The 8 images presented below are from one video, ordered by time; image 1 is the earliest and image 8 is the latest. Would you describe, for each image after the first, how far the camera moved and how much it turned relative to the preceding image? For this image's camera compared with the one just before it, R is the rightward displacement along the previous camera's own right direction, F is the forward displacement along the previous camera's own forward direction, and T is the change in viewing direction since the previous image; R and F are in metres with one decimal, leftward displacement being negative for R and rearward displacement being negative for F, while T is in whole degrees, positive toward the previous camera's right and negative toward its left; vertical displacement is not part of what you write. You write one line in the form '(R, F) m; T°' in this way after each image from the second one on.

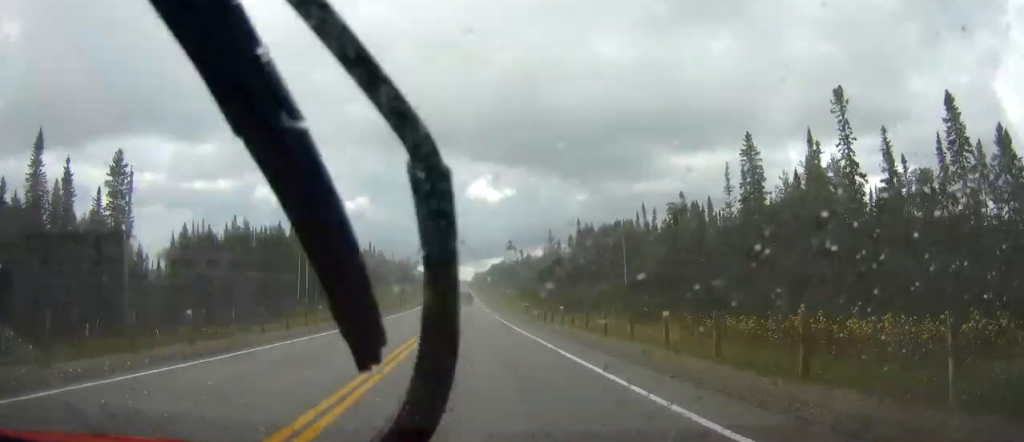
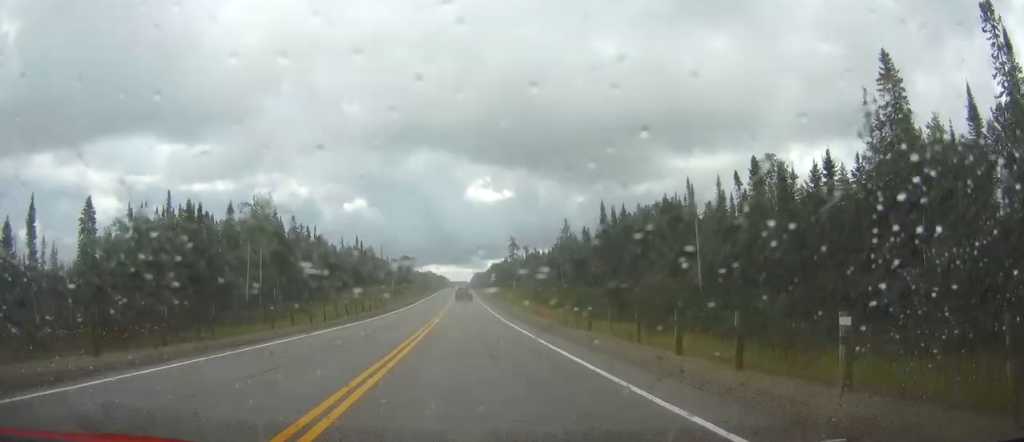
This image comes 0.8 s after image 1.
(0.0, +26.7) m; 0°
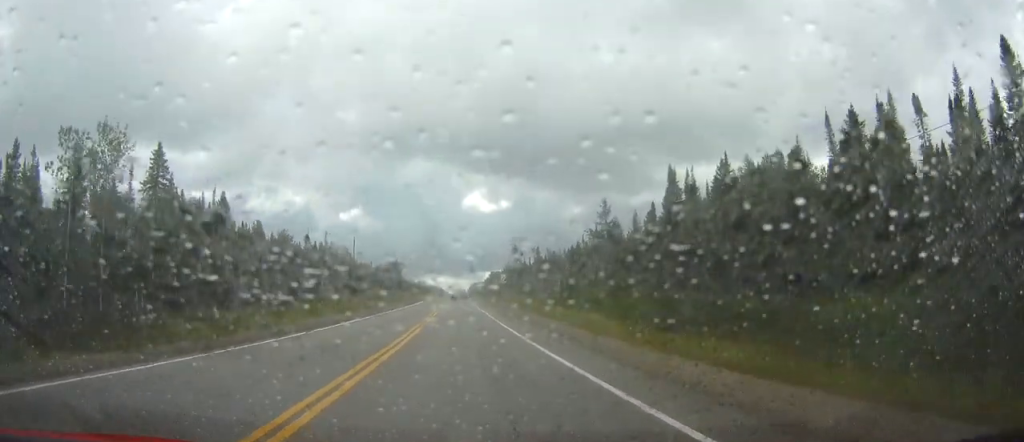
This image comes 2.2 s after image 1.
(+0.1, +42.6) m; 0°
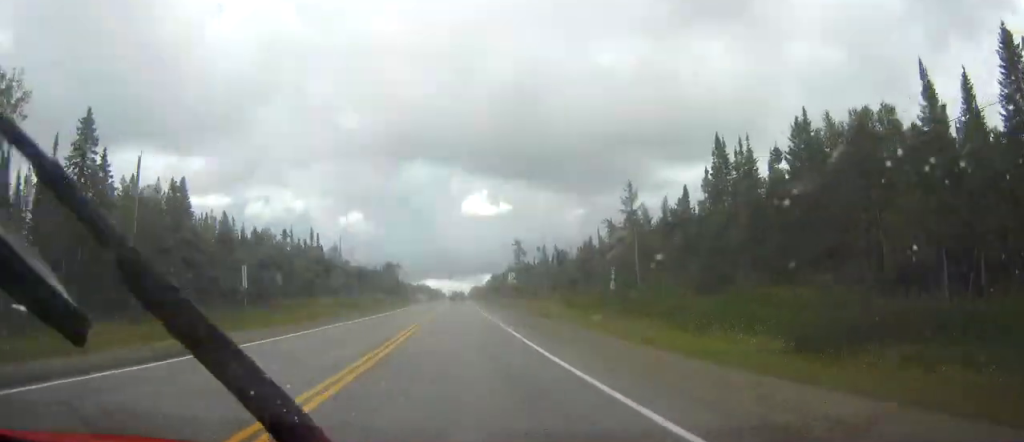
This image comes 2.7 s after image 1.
(0.0, +16.0) m; 0°
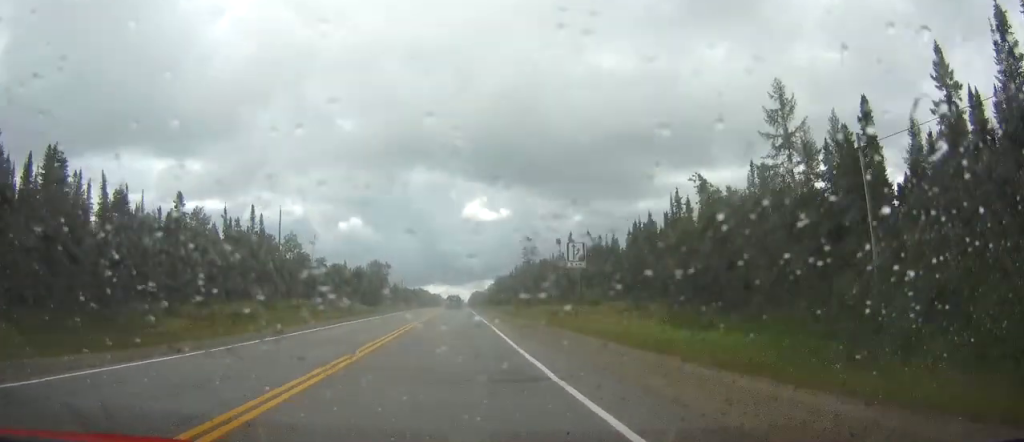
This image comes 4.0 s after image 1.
(0.0, +43.5) m; 0°
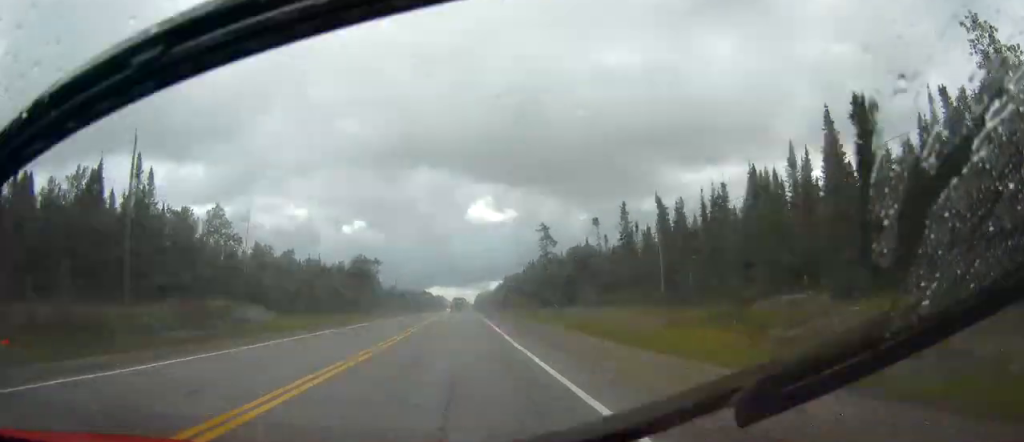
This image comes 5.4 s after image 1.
(-0.1, +42.3) m; 0°
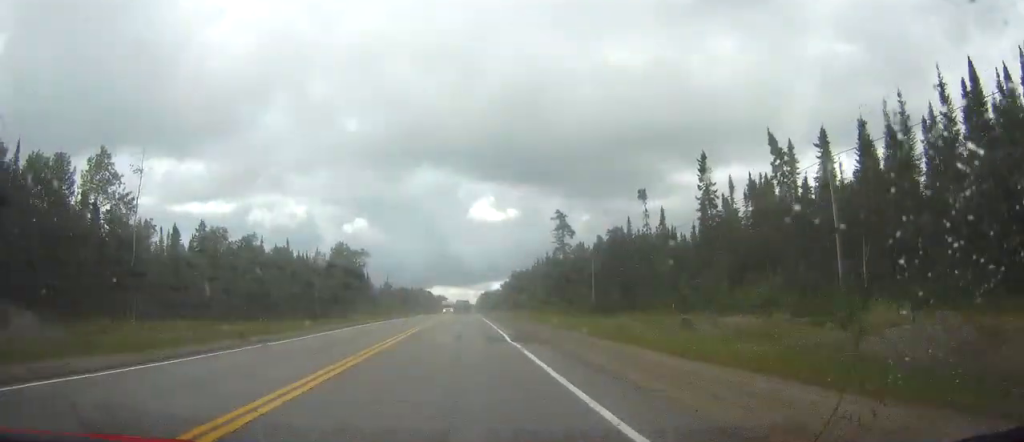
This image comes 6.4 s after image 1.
(0.0, +31.7) m; 0°
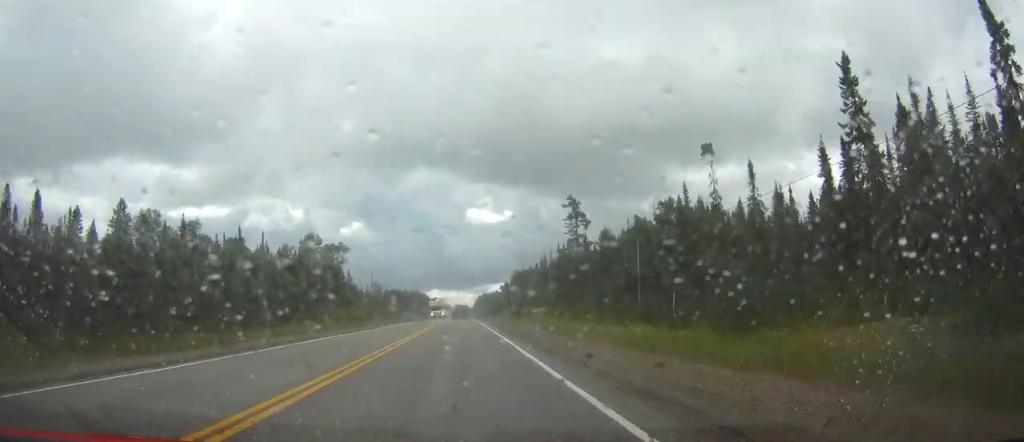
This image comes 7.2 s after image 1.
(0.0, +27.4) m; 0°
